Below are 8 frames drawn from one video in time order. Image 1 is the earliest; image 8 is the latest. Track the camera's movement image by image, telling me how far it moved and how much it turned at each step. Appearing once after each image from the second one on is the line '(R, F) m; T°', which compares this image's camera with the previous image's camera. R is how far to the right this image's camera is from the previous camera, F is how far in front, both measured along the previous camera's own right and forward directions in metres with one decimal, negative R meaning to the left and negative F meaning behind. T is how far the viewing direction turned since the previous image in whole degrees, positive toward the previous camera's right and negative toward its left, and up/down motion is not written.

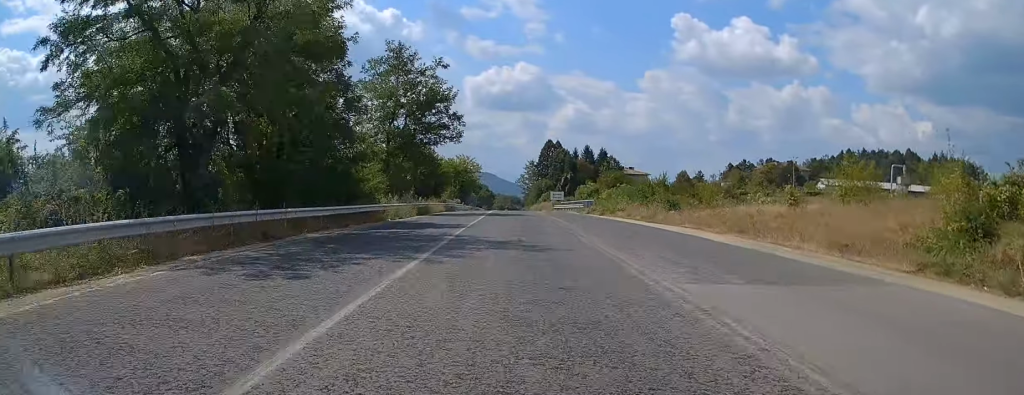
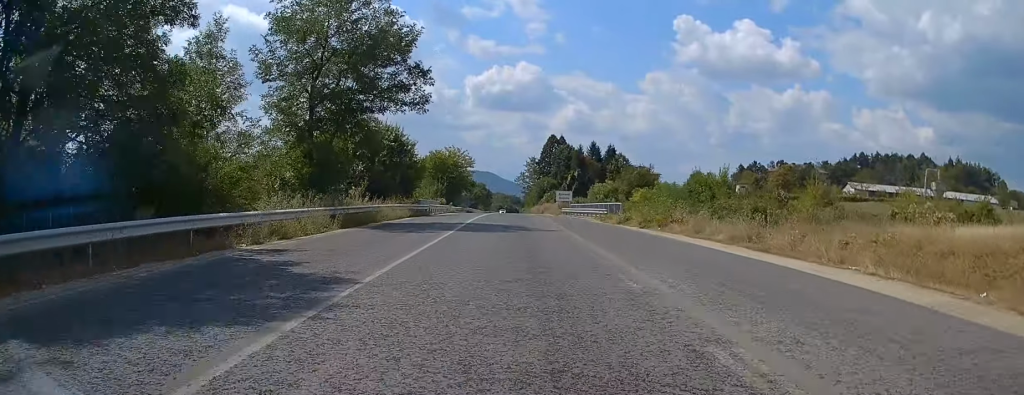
(0.0, +17.6) m; 0°
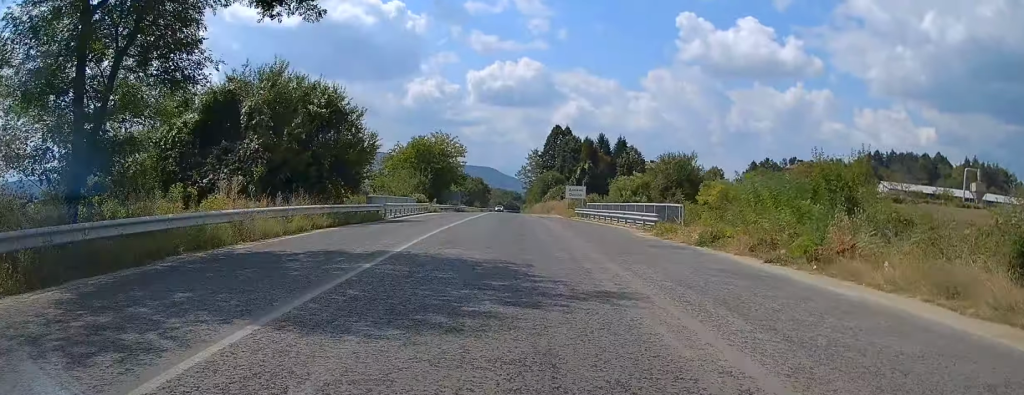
(0.0, +17.0) m; 0°
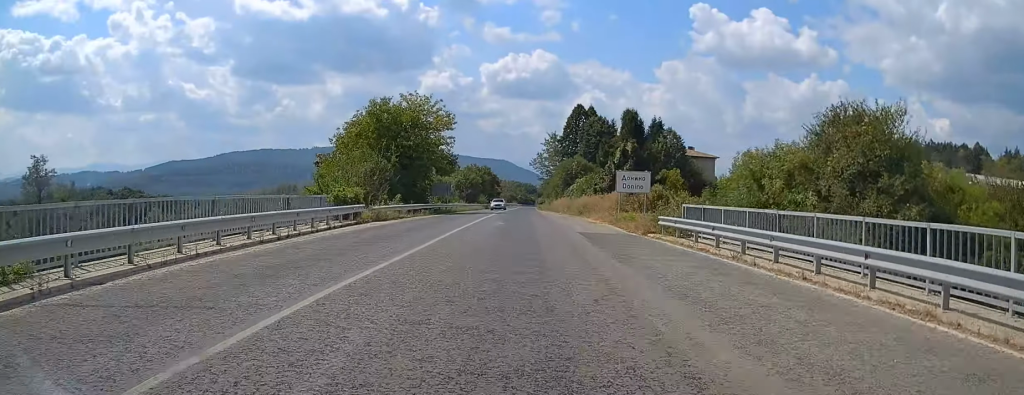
(+0.2, +28.5) m; +1°
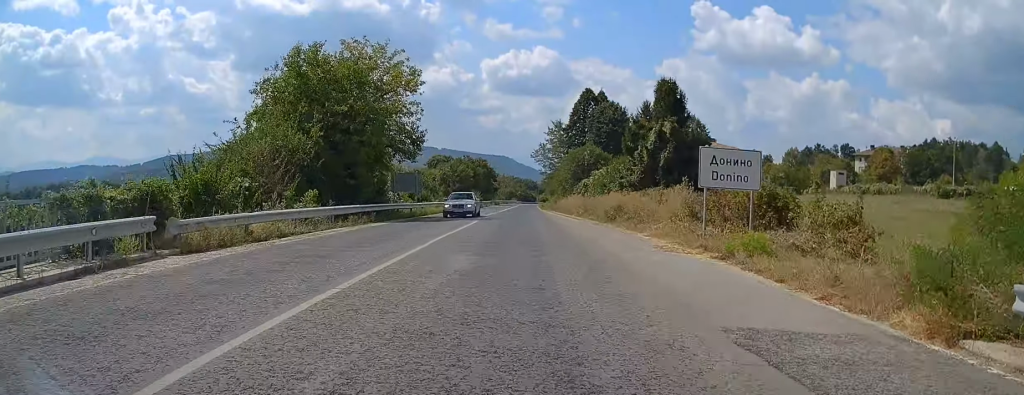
(0.0, +18.6) m; -1°
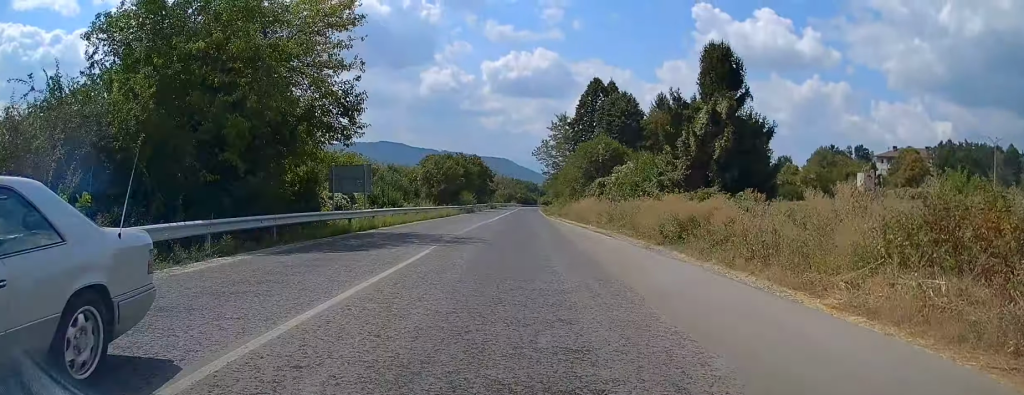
(-0.1, +14.9) m; -1°
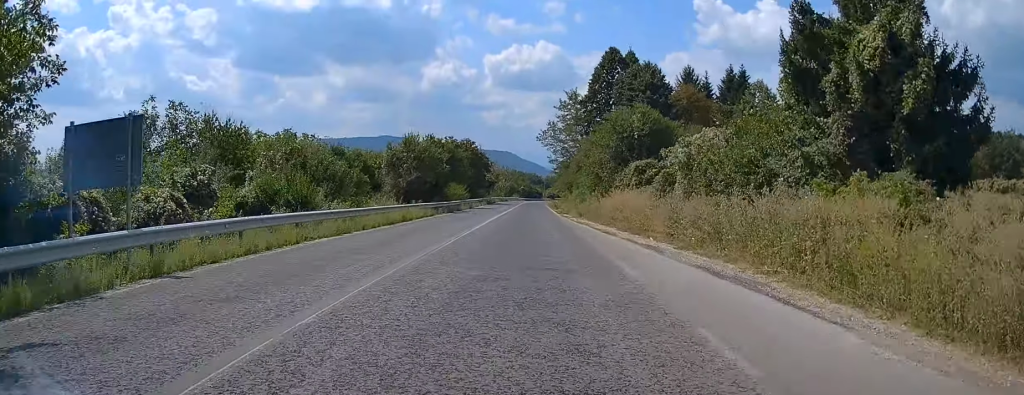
(0.0, +19.4) m; 0°
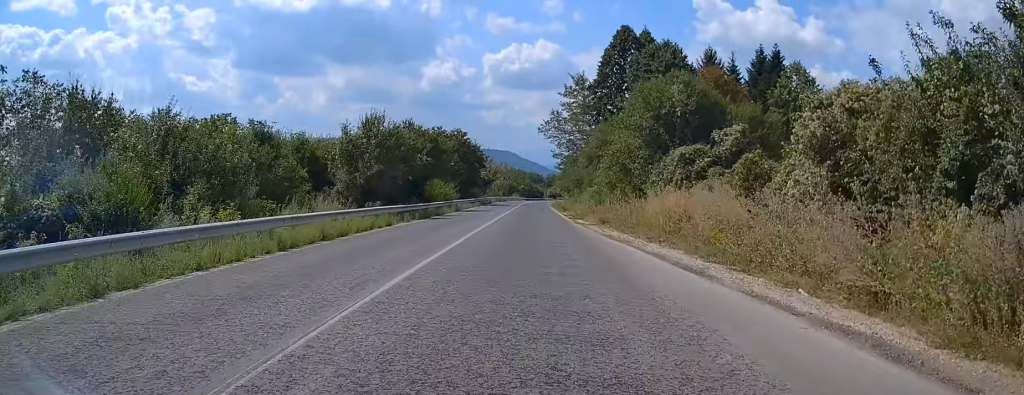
(-0.1, +12.7) m; 0°
